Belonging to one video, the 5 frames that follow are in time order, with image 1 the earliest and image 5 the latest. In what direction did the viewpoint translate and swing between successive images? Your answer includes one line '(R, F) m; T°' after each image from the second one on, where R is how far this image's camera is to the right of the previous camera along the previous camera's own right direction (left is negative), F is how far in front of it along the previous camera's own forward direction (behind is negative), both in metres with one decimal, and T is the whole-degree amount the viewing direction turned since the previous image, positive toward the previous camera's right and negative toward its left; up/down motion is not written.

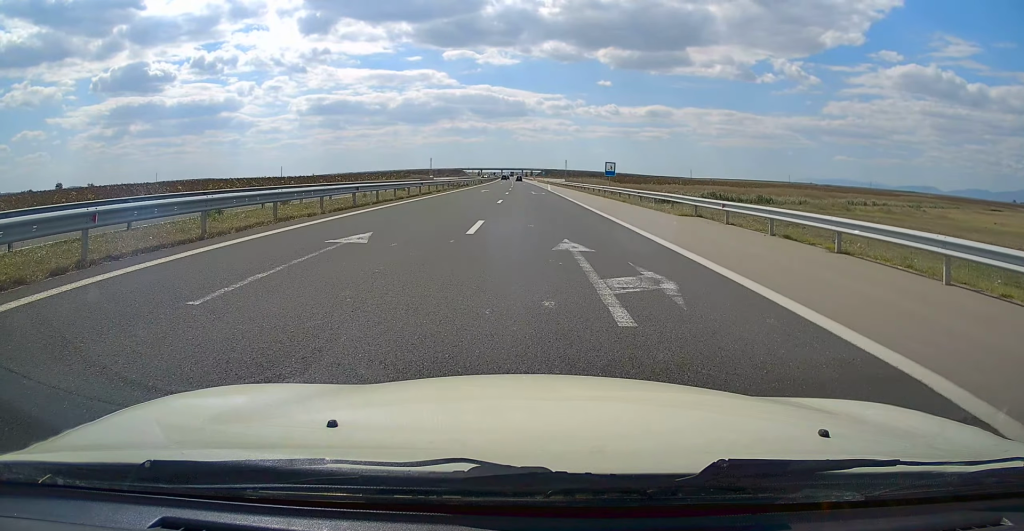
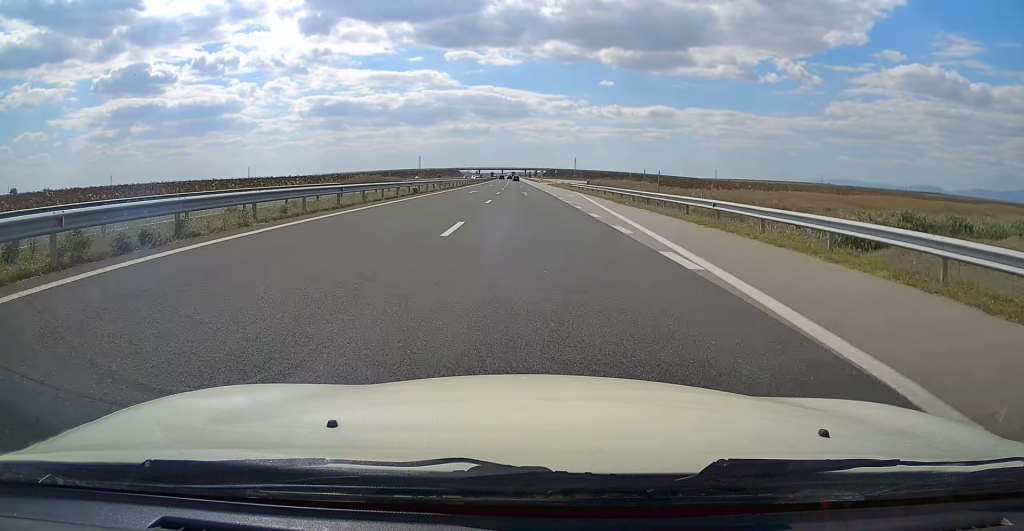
(0.0, +64.4) m; -1°
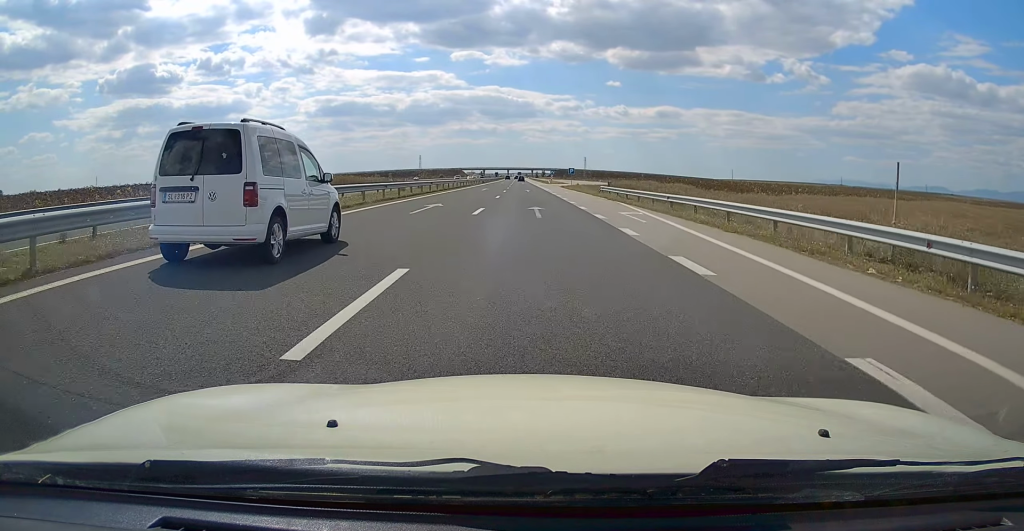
(0.0, +24.4) m; 0°
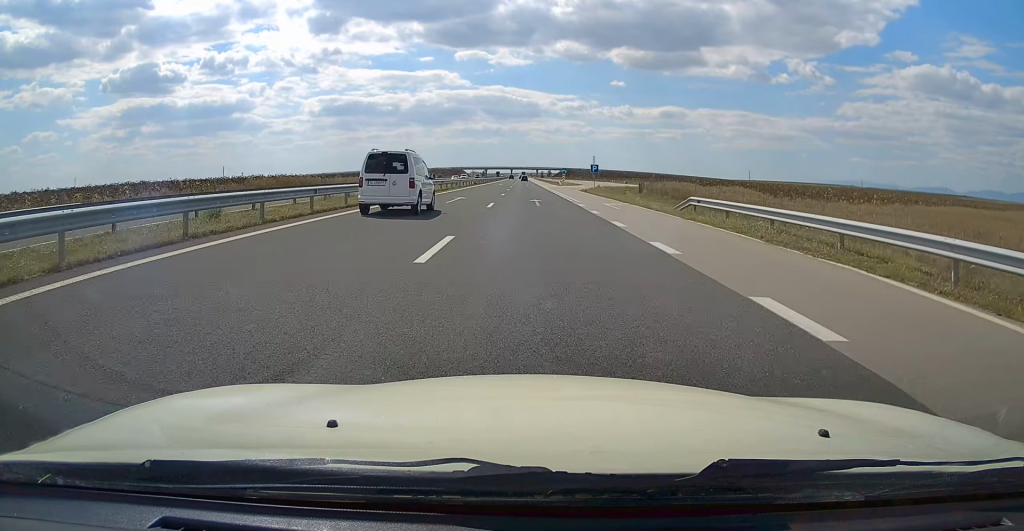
(-0.1, +27.1) m; -1°
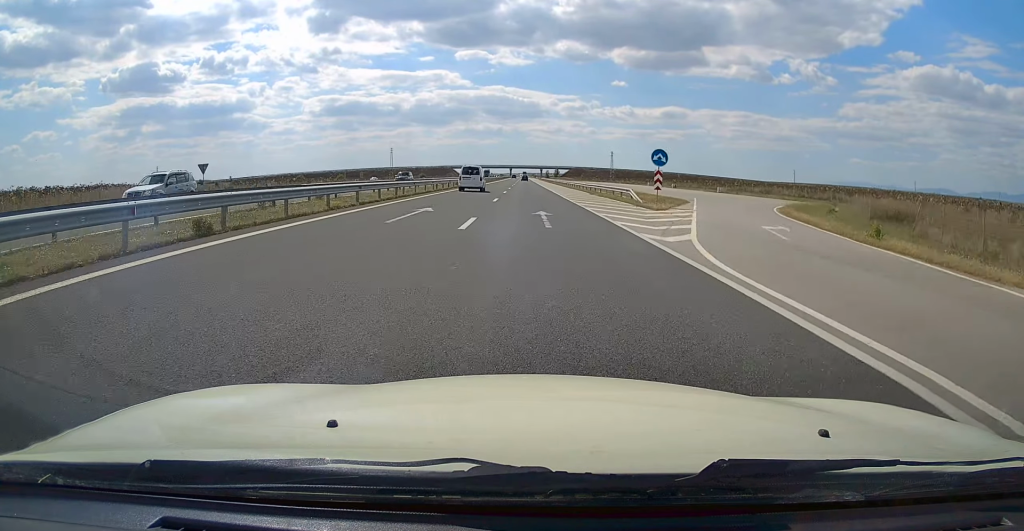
(-0.2, +73.8) m; -1°
